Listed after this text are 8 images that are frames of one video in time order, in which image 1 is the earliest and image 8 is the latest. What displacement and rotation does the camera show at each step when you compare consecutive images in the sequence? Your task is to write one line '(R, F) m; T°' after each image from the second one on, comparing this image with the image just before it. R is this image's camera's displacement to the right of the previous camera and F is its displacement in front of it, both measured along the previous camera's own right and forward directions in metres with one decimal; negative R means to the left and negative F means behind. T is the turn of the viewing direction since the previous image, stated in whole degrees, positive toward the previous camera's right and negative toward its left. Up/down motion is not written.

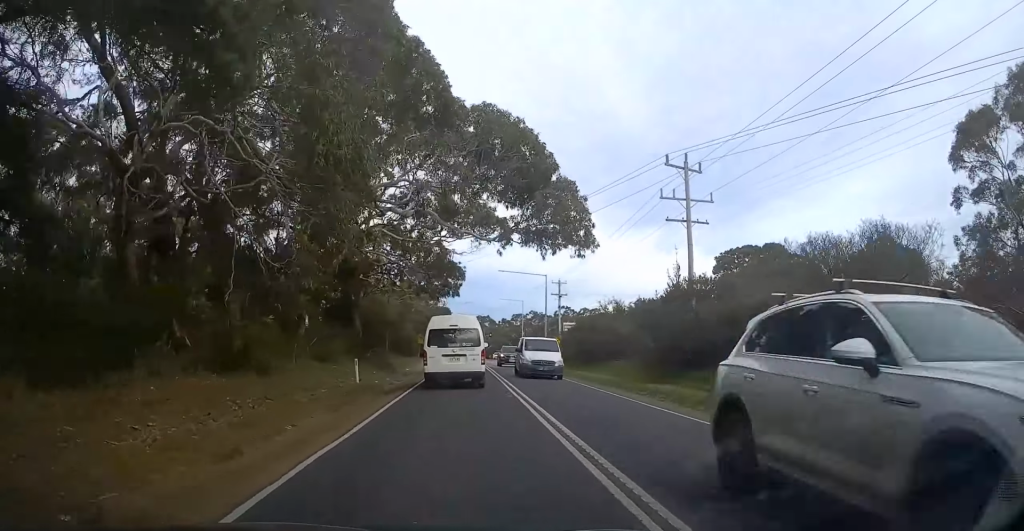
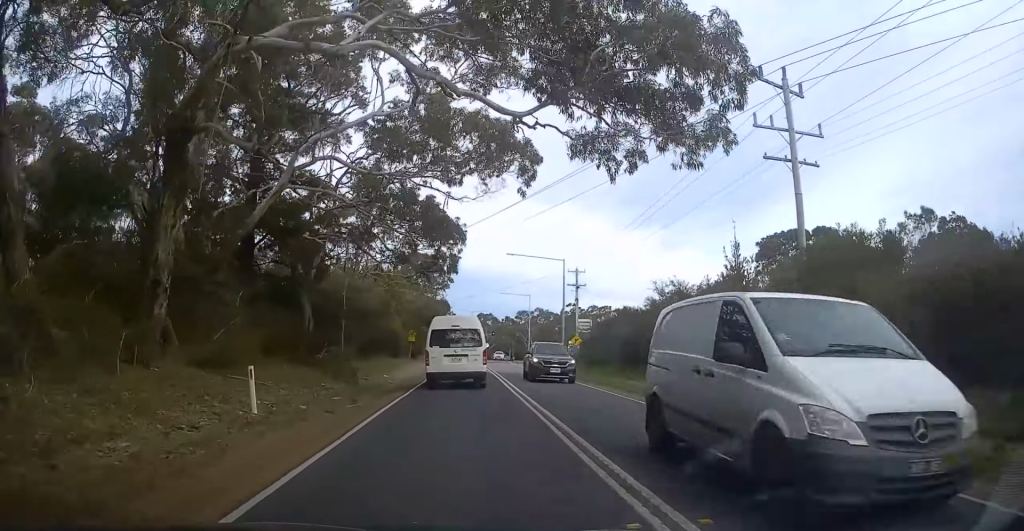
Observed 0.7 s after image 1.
(0.0, +12.3) m; -1°
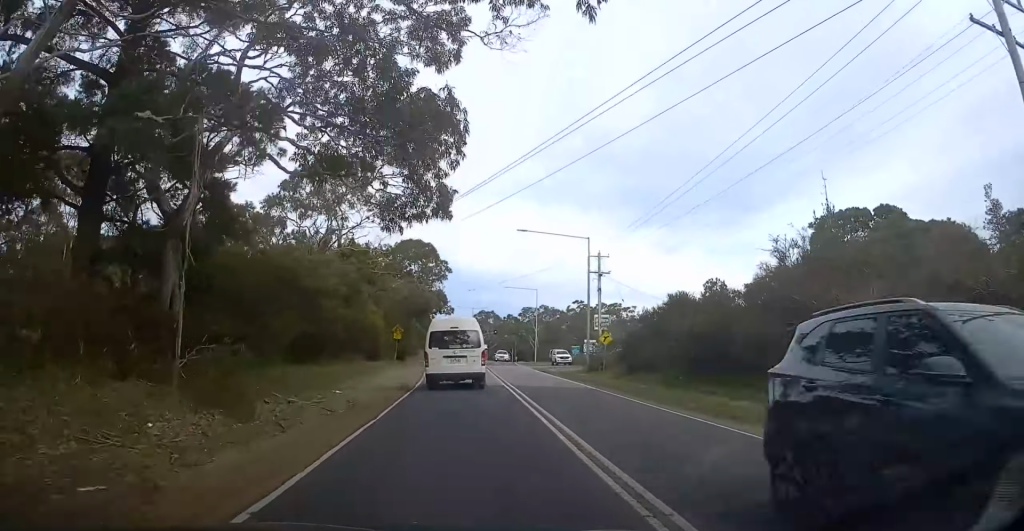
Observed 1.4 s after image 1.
(0.0, +12.6) m; -1°
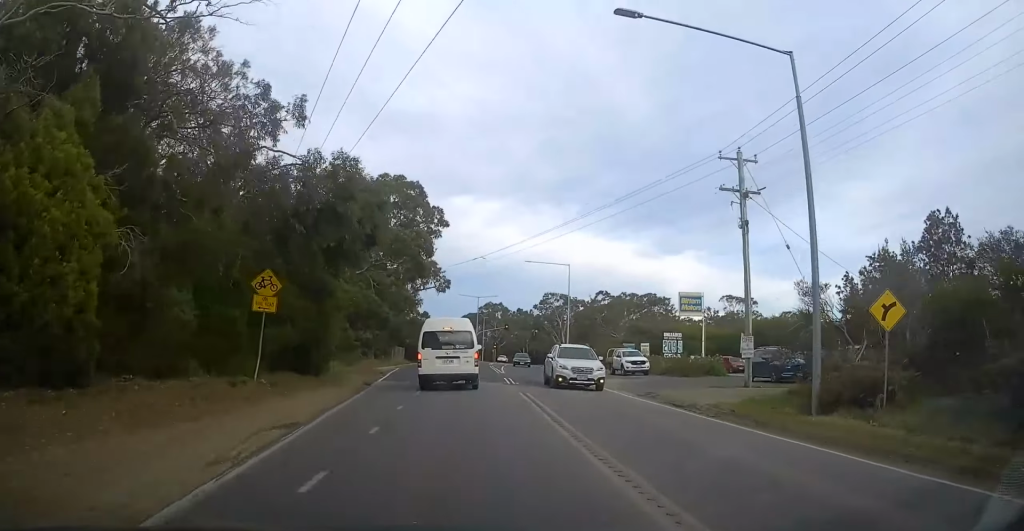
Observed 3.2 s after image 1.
(+0.1, +31.5) m; +2°
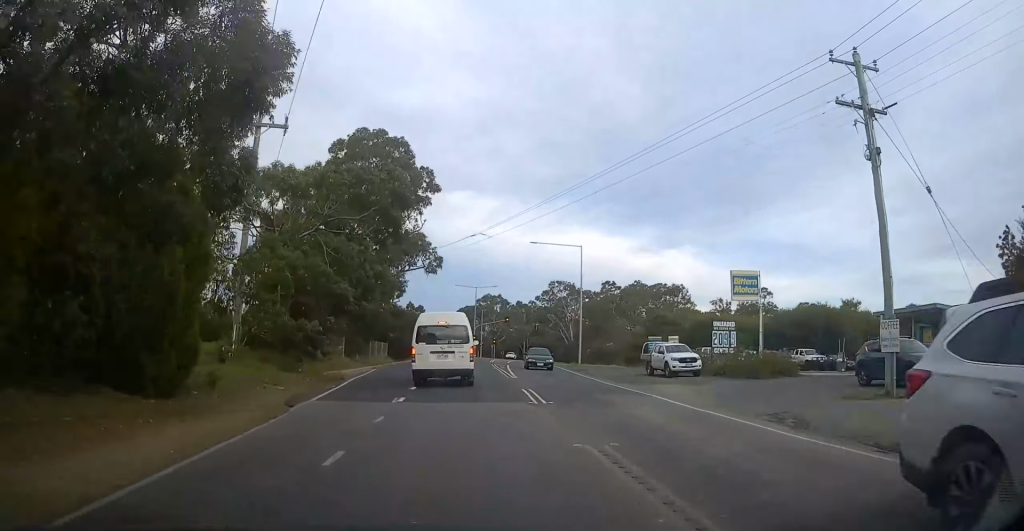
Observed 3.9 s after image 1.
(0.0, +11.0) m; 0°
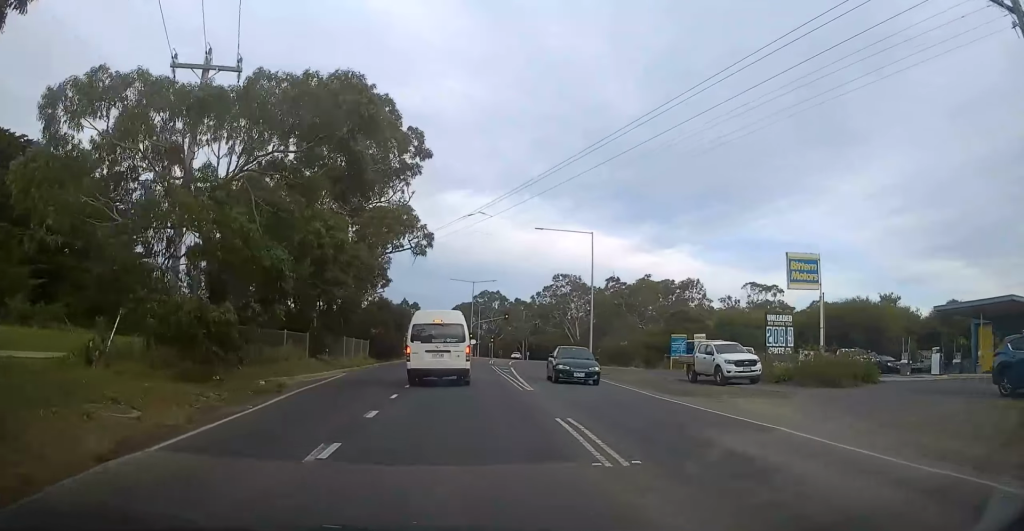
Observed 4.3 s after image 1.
(0.0, +7.5) m; 0°
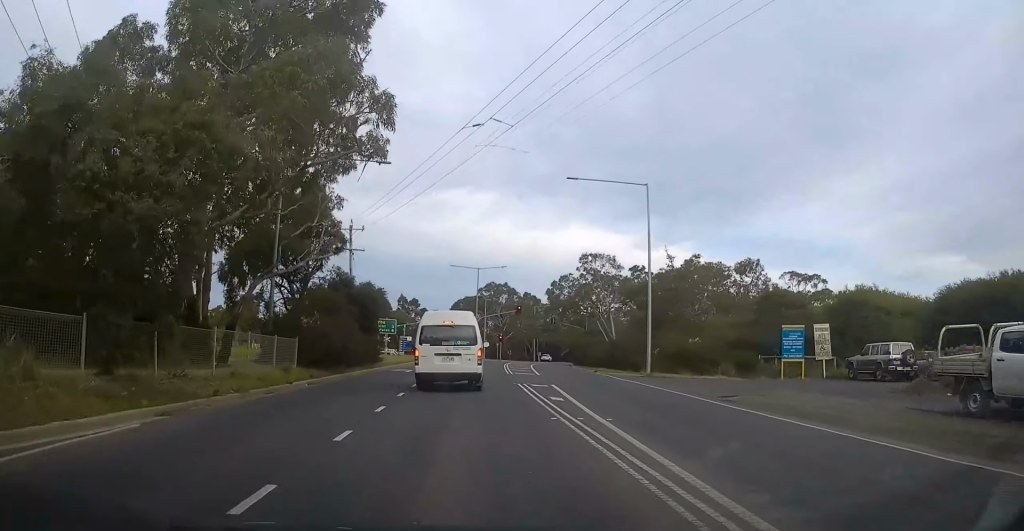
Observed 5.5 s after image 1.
(0.0, +18.8) m; 0°
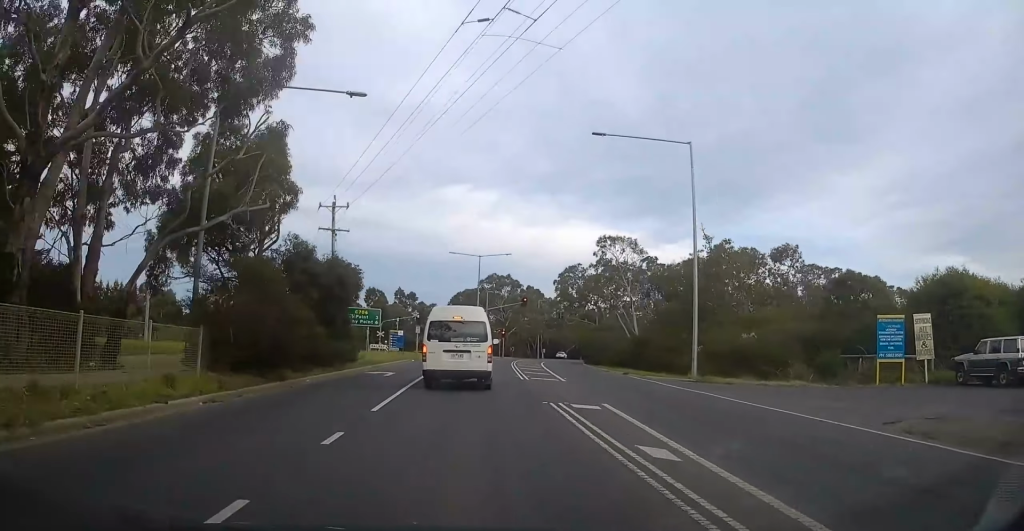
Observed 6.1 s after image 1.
(0.0, +8.9) m; 0°
